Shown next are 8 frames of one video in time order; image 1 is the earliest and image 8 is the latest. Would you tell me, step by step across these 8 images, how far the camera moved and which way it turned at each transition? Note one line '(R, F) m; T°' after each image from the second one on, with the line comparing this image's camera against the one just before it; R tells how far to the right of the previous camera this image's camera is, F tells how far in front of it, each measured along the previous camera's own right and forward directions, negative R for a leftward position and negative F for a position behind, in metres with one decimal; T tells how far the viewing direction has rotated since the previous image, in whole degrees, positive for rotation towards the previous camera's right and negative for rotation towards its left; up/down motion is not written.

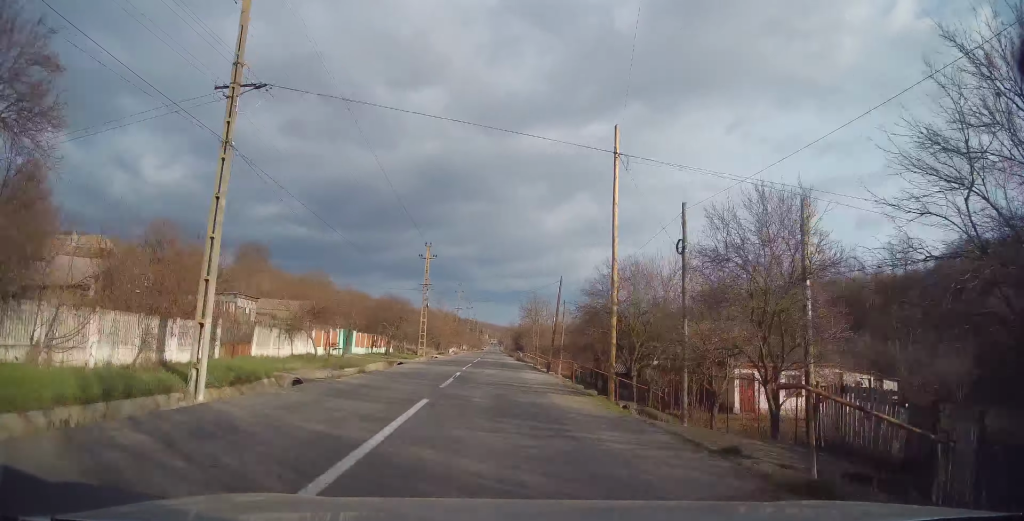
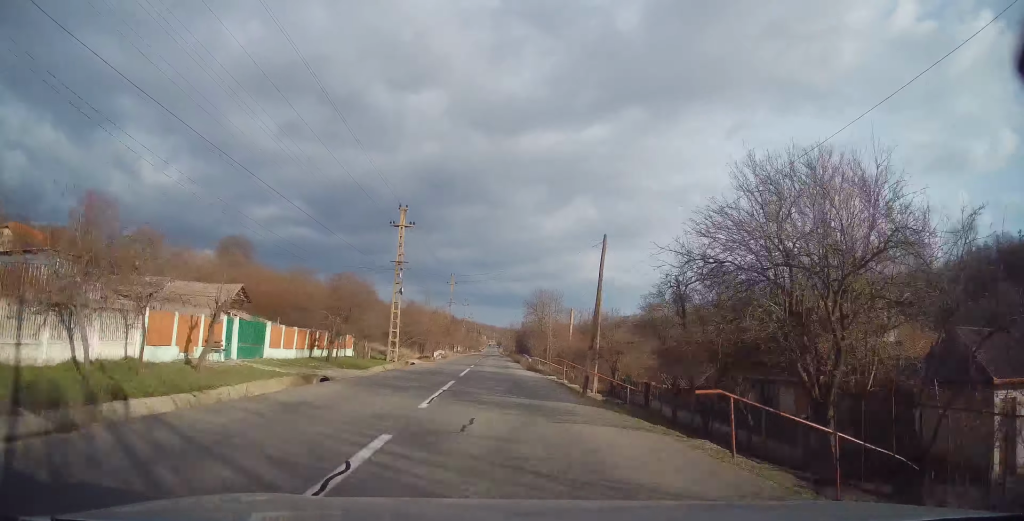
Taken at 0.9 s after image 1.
(+0.1, +16.6) m; -1°
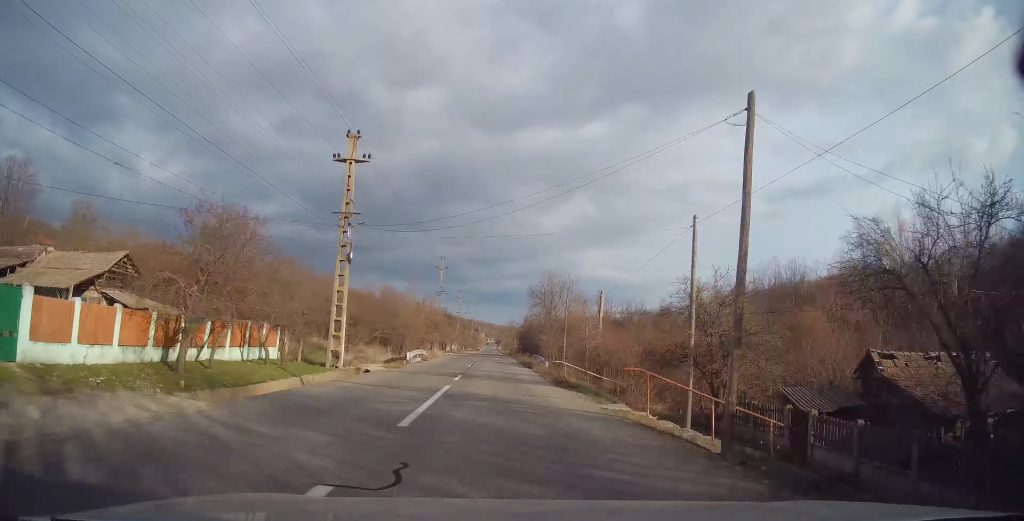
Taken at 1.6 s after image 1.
(-0.2, +14.3) m; 0°
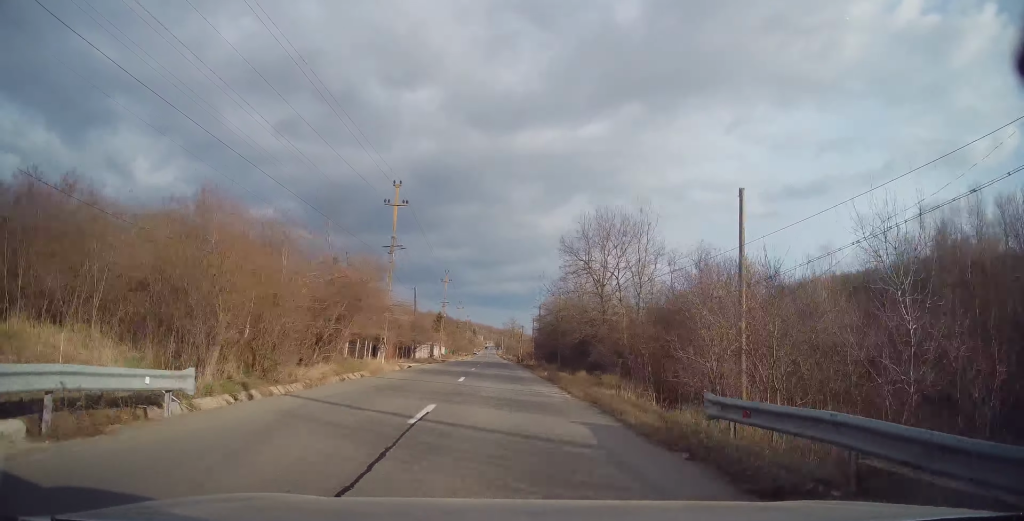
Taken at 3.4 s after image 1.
(+0.6, +33.0) m; +1°
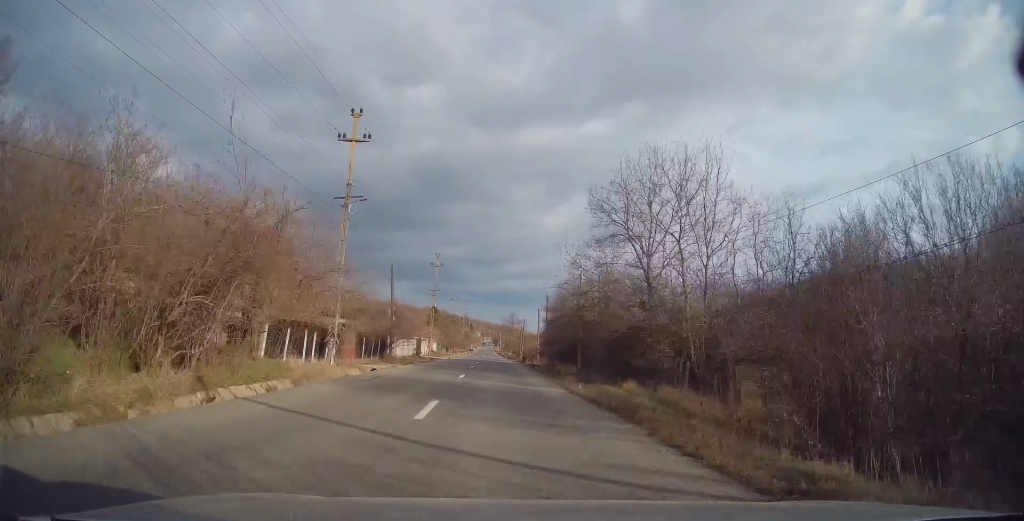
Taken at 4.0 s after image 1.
(-0.5, +11.4) m; 0°
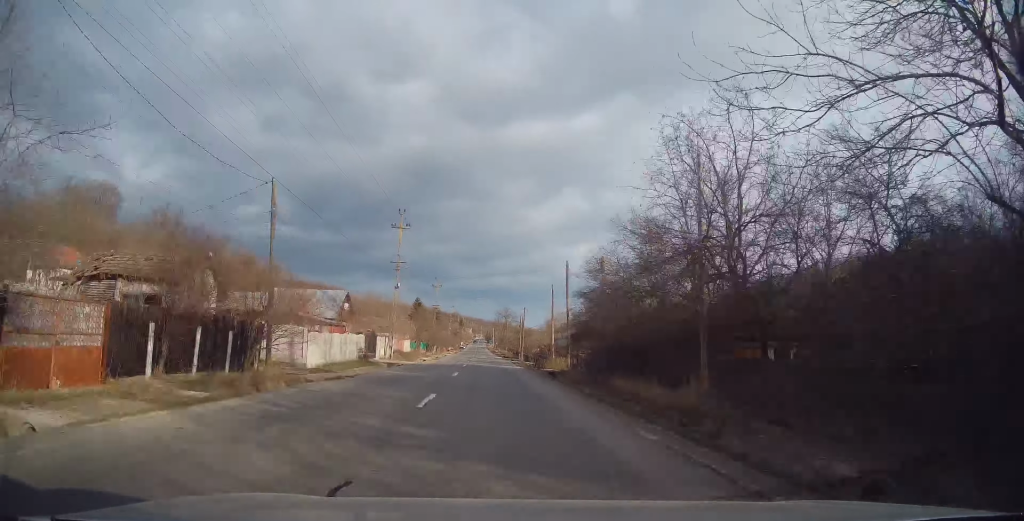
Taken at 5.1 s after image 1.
(+0.6, +21.1) m; +1°
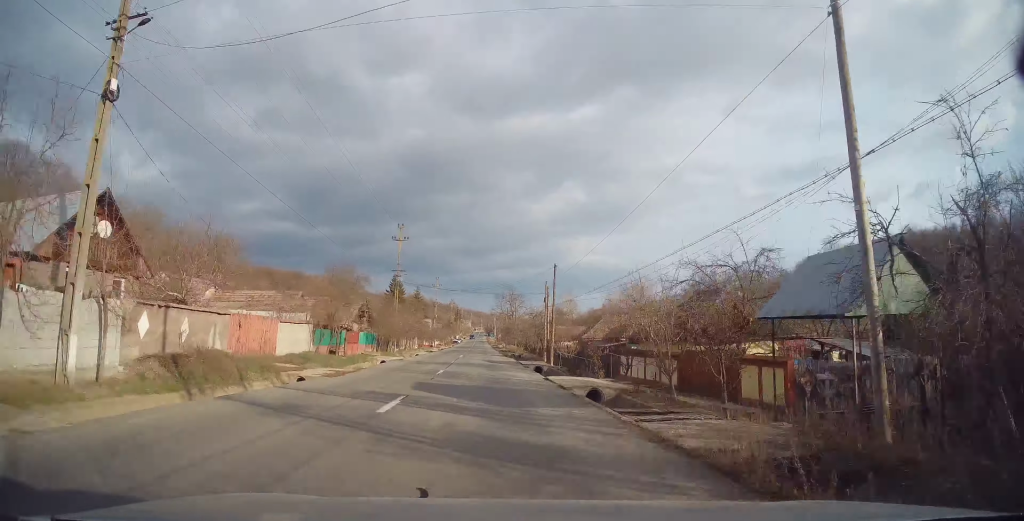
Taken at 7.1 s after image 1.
(+0.3, +36.5) m; 0°
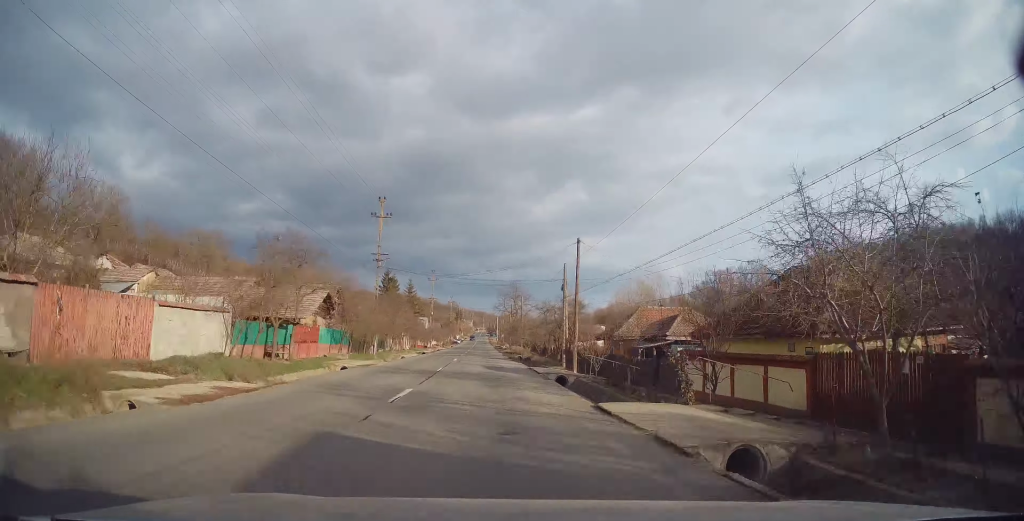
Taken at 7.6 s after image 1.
(-0.2, +10.0) m; -1°
